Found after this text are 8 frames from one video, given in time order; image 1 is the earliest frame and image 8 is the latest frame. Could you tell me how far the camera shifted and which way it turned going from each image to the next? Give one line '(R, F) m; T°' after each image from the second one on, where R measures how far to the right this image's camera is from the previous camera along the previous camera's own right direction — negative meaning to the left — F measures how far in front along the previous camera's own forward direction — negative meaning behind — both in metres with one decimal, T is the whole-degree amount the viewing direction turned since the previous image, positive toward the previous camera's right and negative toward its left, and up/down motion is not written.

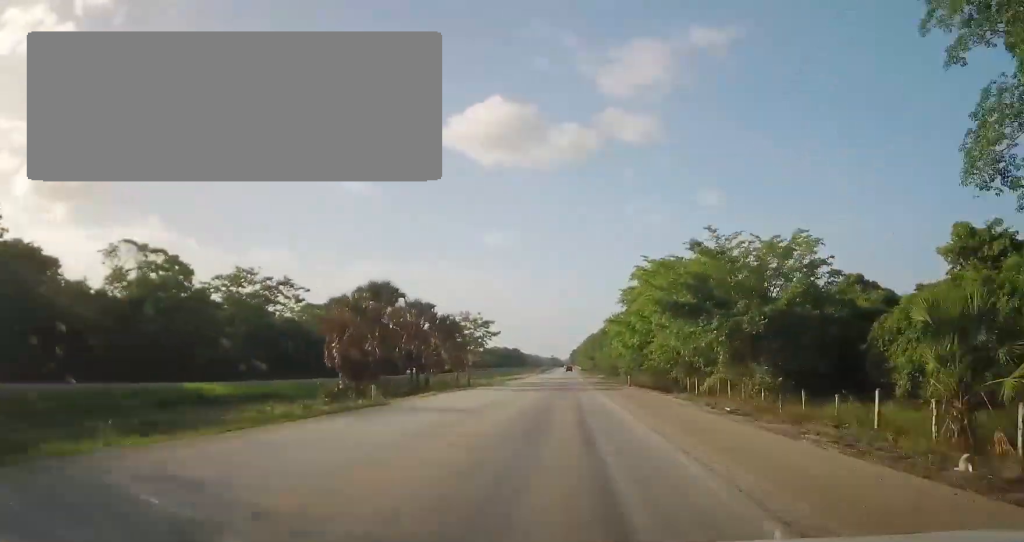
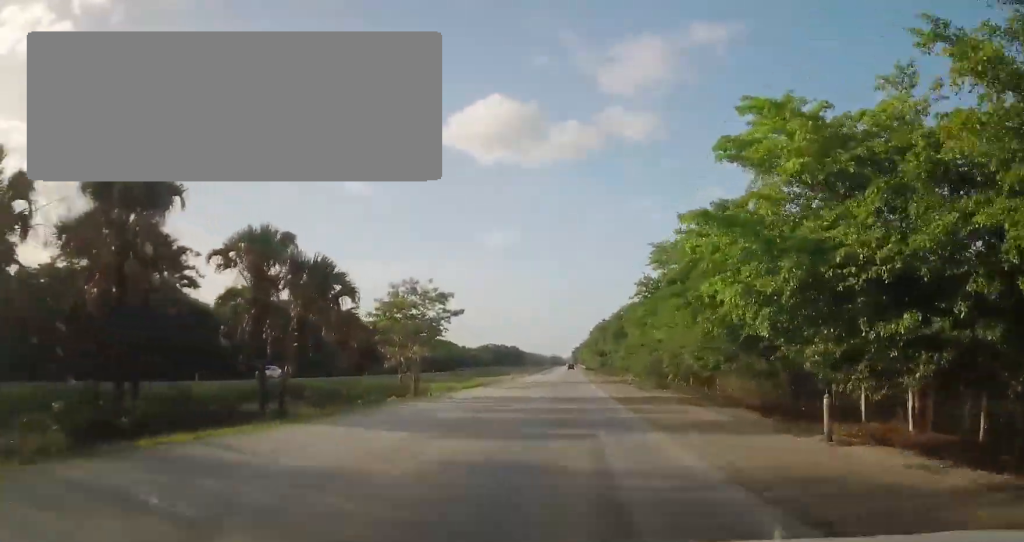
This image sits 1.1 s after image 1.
(-0.4, +31.9) m; -1°
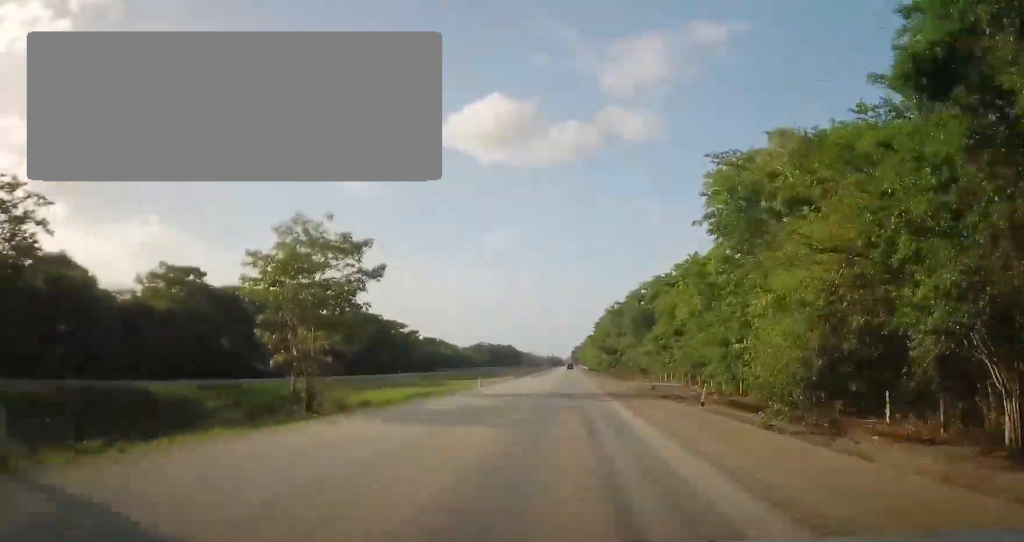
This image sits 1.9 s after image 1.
(0.0, +24.4) m; +1°
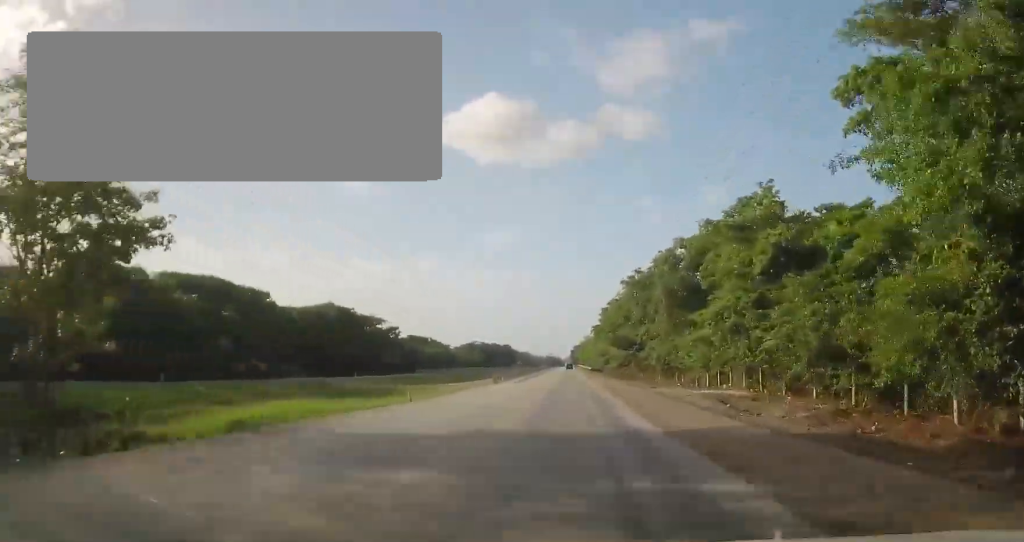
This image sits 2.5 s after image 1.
(+0.4, +20.3) m; 0°
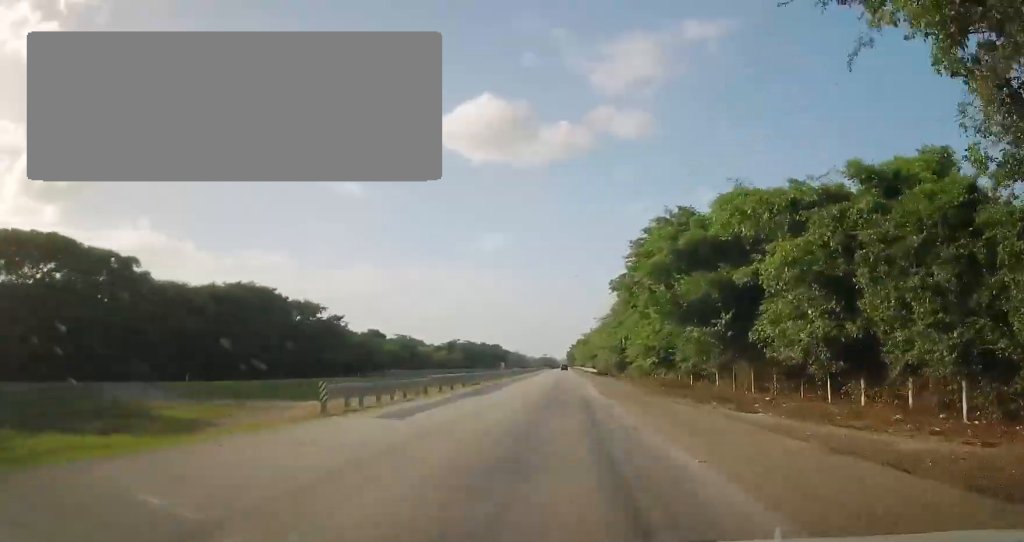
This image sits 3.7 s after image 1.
(-0.4, +36.5) m; 0°
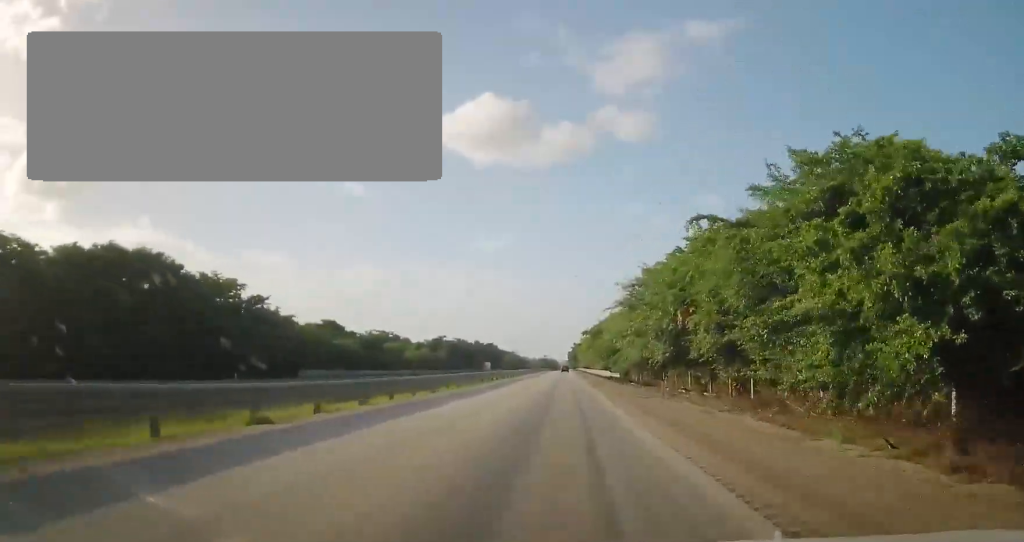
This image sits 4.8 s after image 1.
(+0.5, +32.4) m; +1°
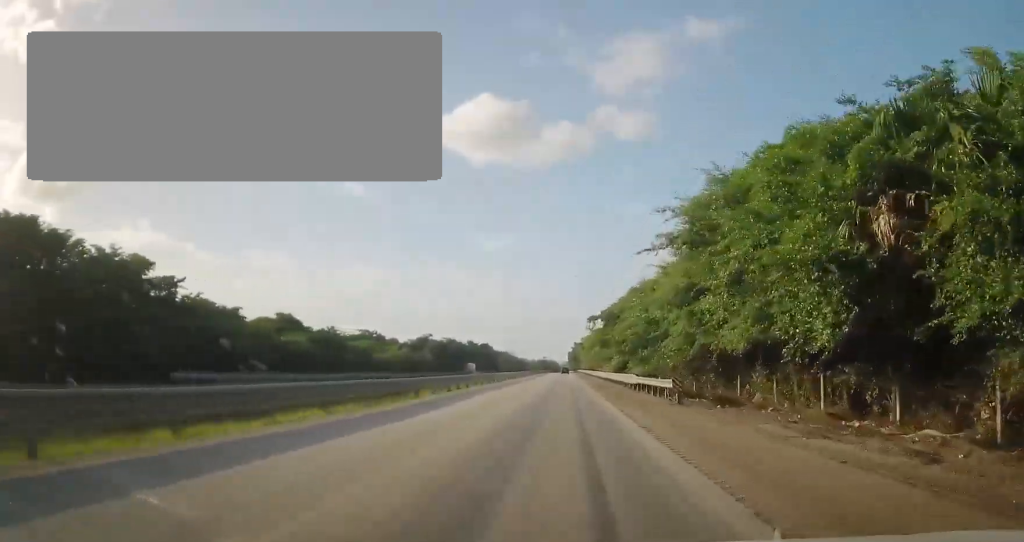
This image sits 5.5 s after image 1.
(+0.1, +22.1) m; -1°
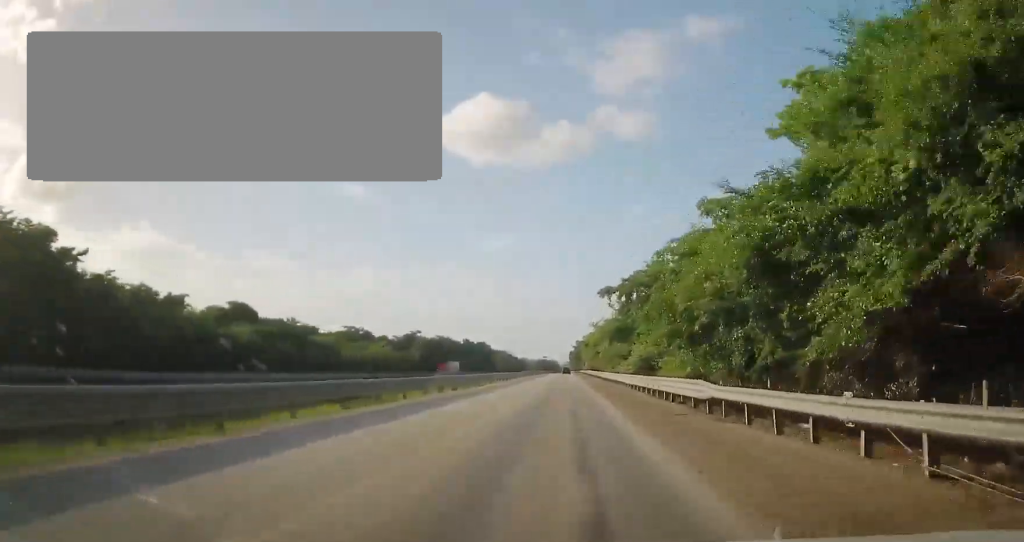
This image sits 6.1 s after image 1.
(-0.1, +17.5) m; -1°
